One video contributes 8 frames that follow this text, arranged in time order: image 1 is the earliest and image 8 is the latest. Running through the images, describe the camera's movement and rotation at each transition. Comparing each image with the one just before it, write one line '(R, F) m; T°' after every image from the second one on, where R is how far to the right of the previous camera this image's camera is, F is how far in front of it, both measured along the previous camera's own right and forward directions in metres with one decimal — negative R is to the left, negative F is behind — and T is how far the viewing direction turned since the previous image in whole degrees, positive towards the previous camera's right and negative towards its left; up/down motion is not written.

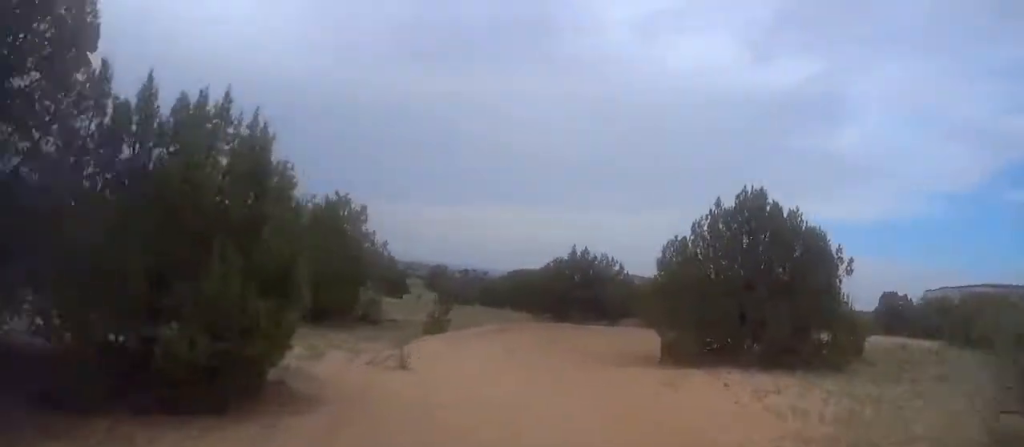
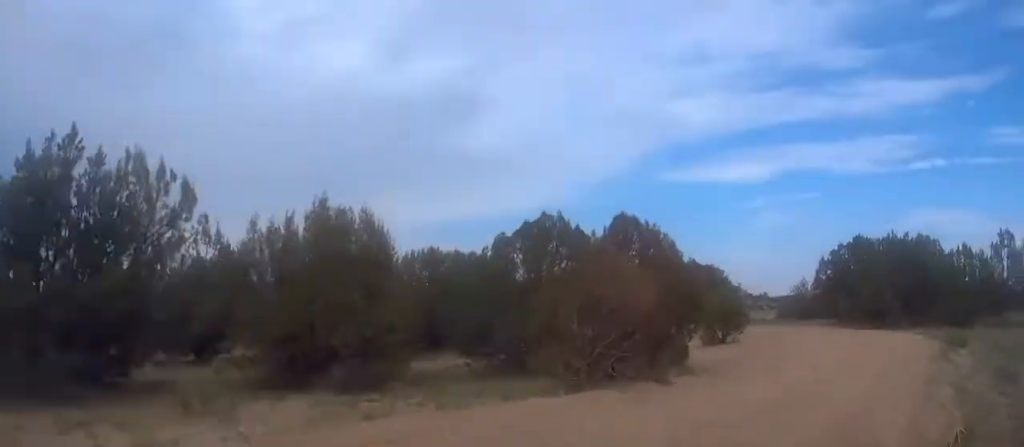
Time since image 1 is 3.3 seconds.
(-1.4, +26.7) m; +5°
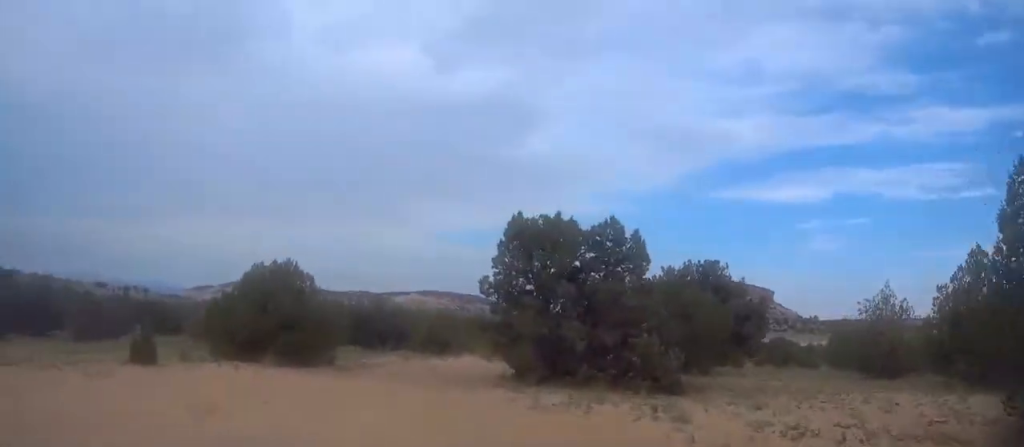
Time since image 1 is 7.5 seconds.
(+7.7, +27.0) m; +16°
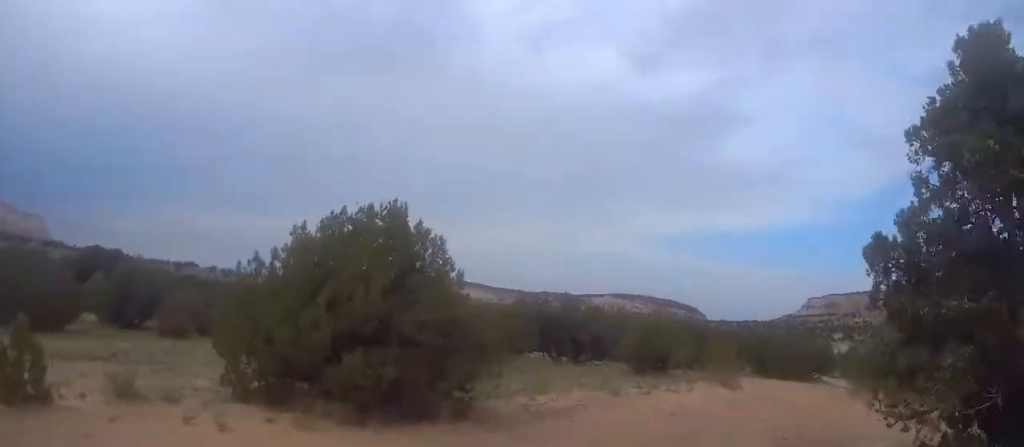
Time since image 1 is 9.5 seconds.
(-1.3, +11.2) m; -10°
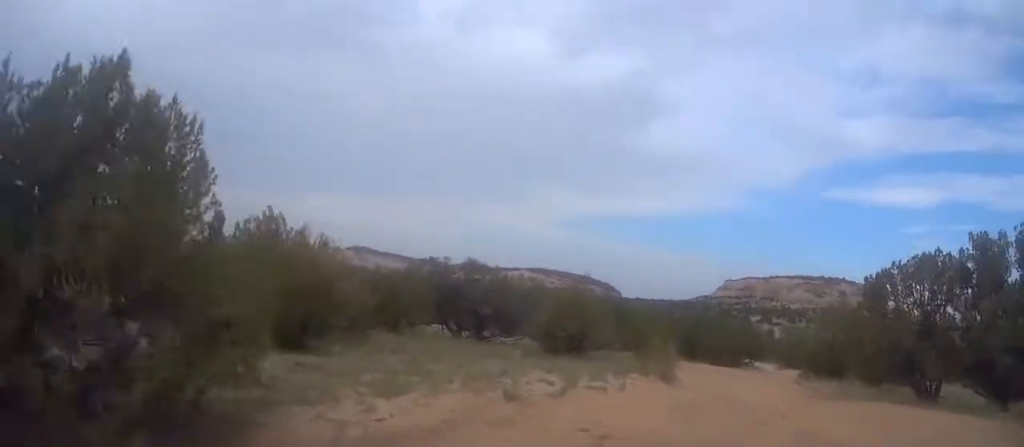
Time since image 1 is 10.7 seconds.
(-0.3, +5.9) m; -3°
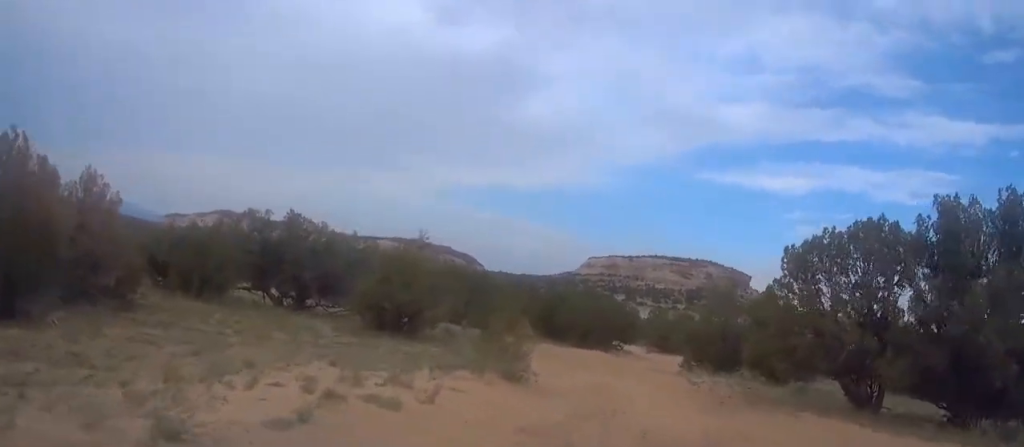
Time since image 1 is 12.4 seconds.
(-0.1, +7.4) m; 0°
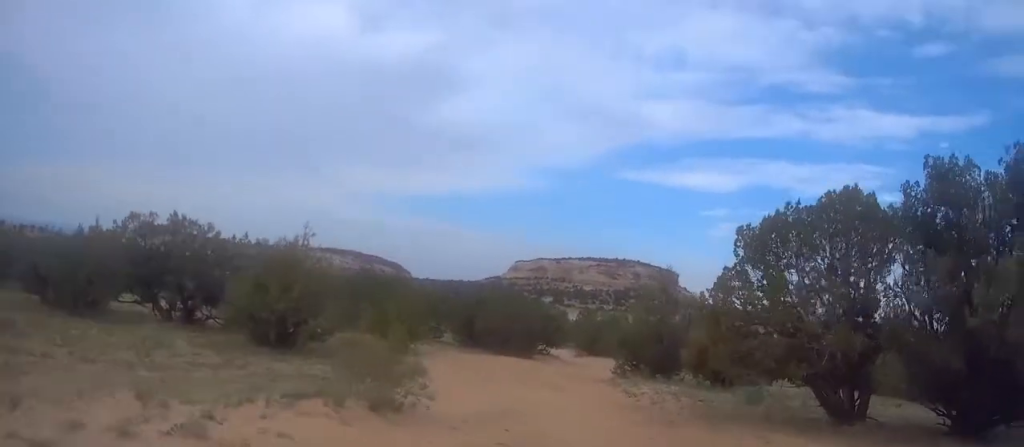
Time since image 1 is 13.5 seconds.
(0.0, +4.4) m; +3°
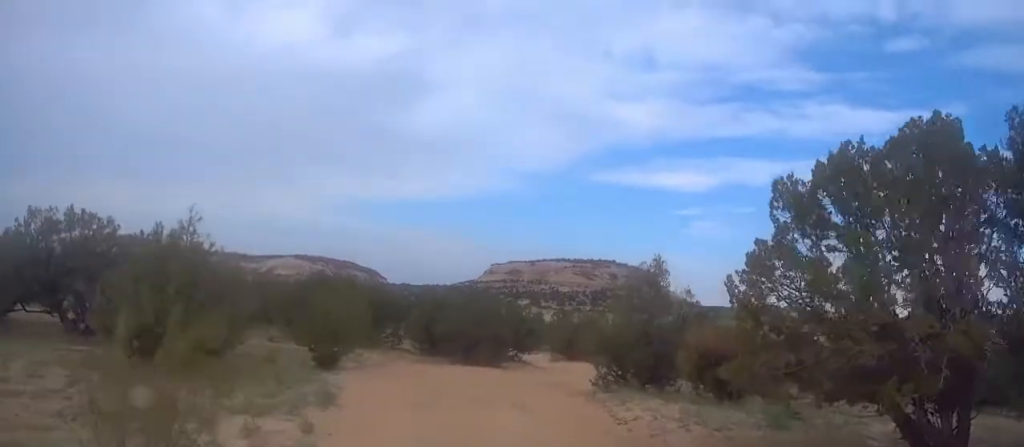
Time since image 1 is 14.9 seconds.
(+0.2, +5.9) m; +4°
